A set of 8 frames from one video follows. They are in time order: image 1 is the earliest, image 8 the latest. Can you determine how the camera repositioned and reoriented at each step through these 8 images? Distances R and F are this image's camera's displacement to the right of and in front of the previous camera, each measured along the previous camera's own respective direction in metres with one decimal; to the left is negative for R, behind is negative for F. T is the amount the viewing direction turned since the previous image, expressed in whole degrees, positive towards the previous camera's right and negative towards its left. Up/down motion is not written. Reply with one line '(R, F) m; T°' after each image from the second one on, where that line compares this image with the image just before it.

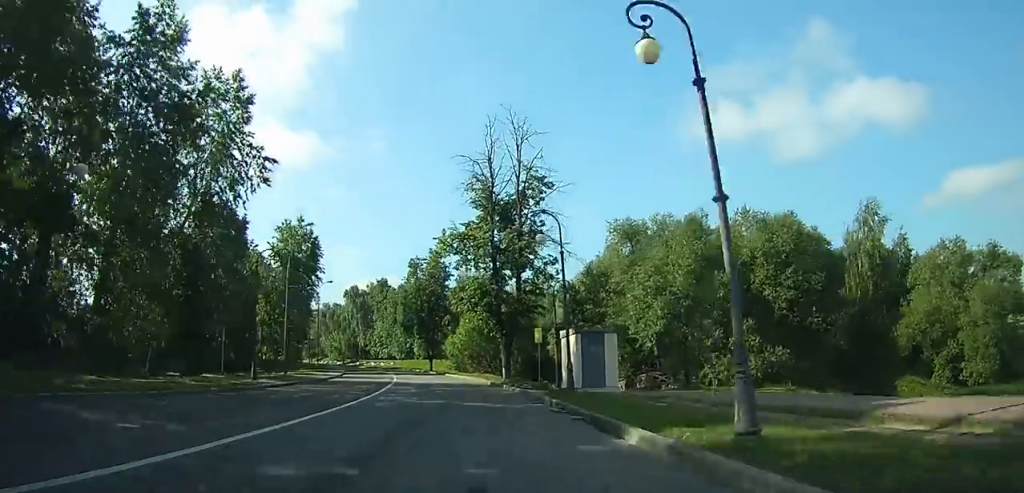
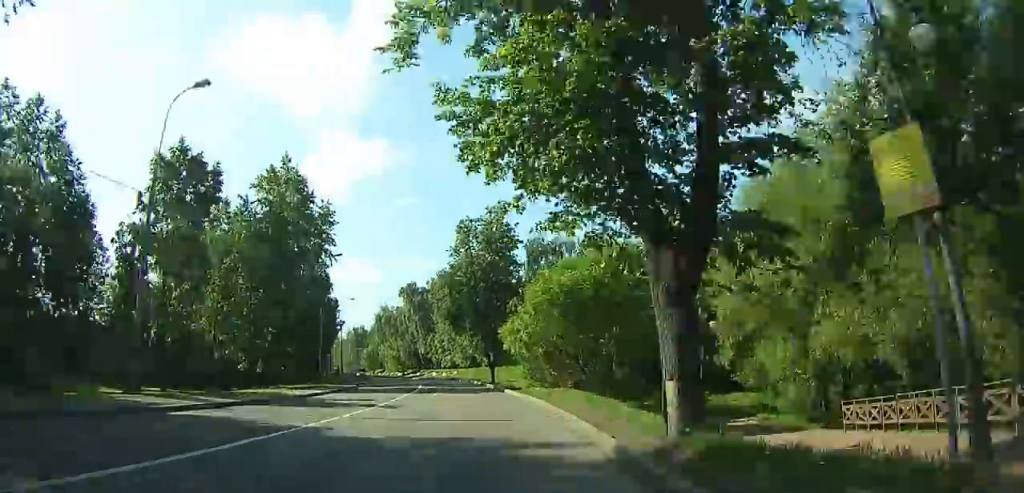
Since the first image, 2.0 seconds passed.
(-1.3, +27.5) m; -5°
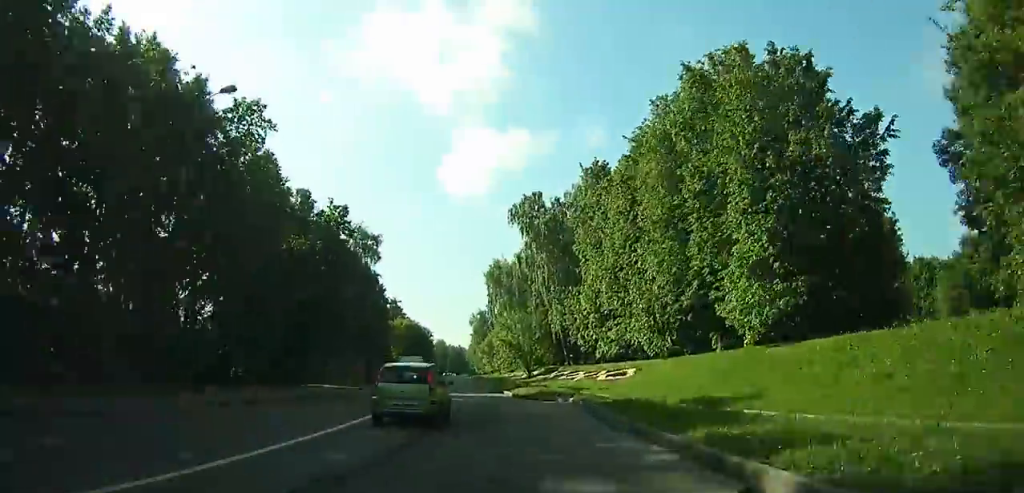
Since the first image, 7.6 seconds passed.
(-10.7, +71.9) m; -15°
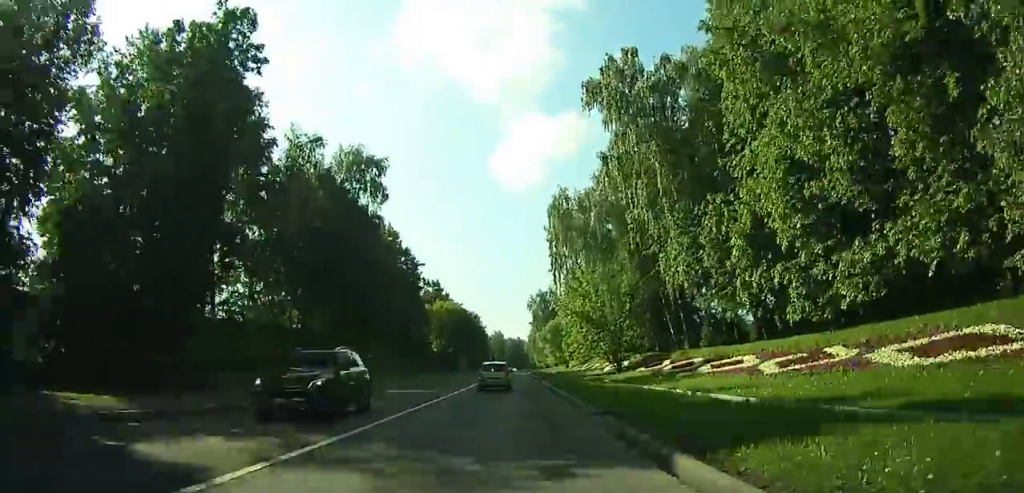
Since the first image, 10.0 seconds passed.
(-1.3, +29.3) m; -4°
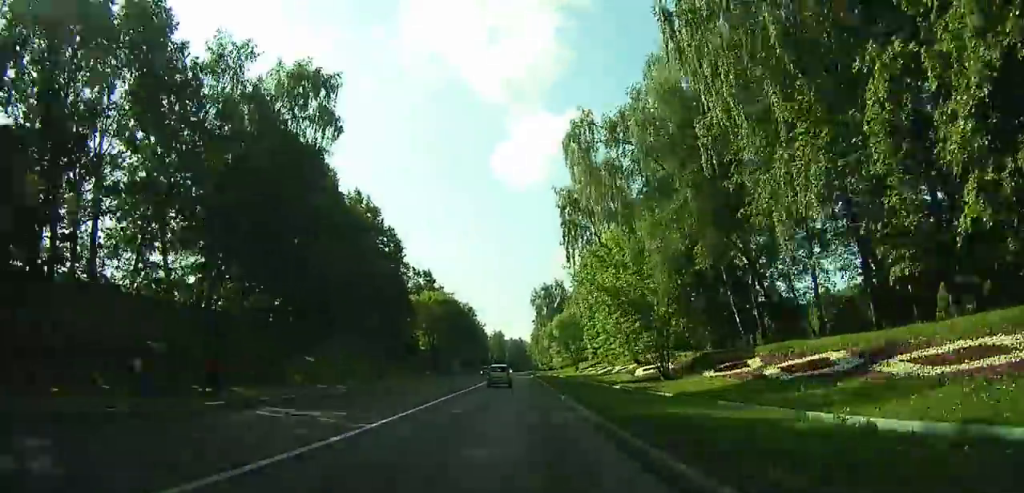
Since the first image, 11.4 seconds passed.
(-0.3, +16.7) m; -2°
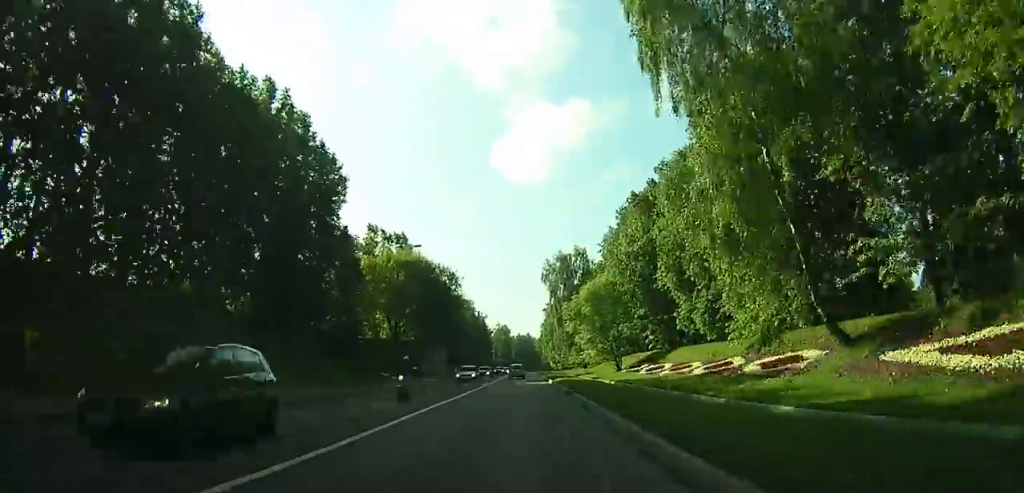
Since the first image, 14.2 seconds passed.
(-0.8, +33.2) m; -2°
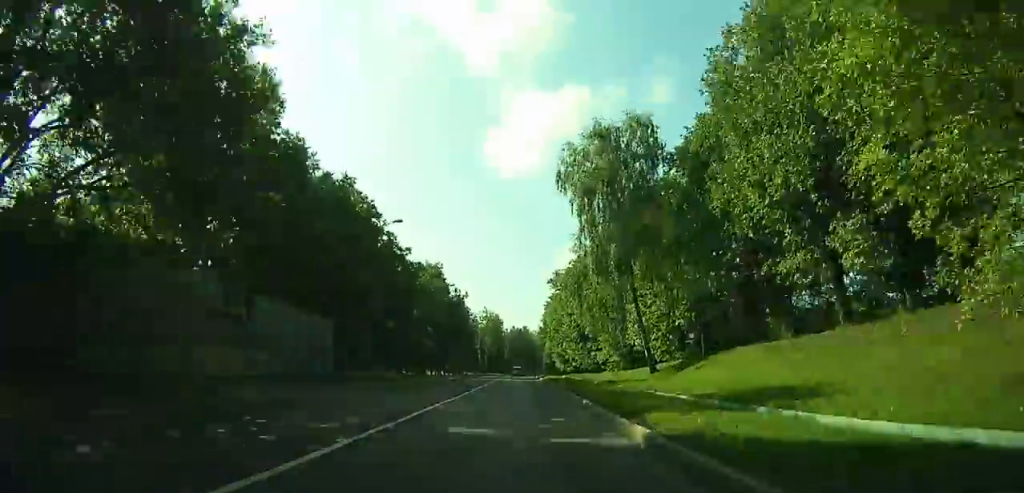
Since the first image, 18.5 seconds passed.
(+1.2, +53.6) m; +7°
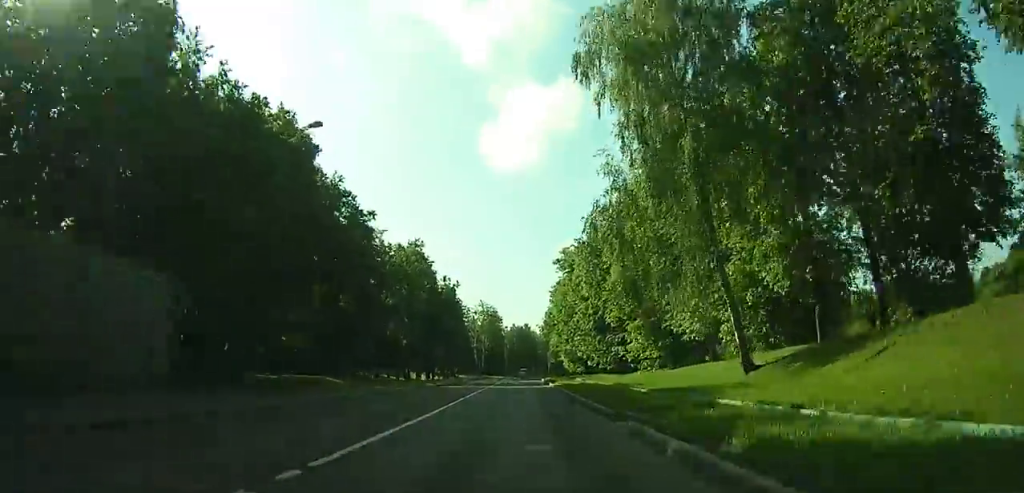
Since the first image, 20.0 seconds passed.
(+3.3, +18.9) m; -4°
